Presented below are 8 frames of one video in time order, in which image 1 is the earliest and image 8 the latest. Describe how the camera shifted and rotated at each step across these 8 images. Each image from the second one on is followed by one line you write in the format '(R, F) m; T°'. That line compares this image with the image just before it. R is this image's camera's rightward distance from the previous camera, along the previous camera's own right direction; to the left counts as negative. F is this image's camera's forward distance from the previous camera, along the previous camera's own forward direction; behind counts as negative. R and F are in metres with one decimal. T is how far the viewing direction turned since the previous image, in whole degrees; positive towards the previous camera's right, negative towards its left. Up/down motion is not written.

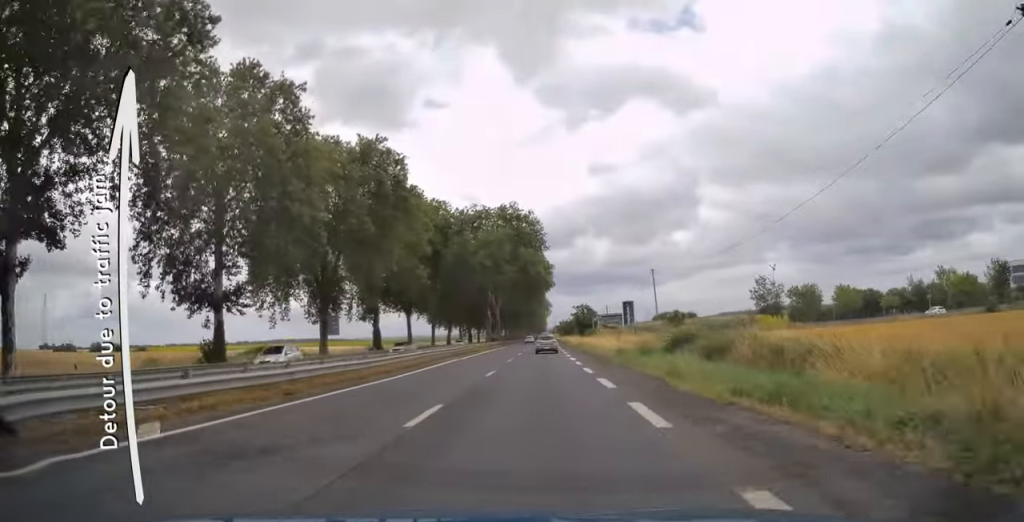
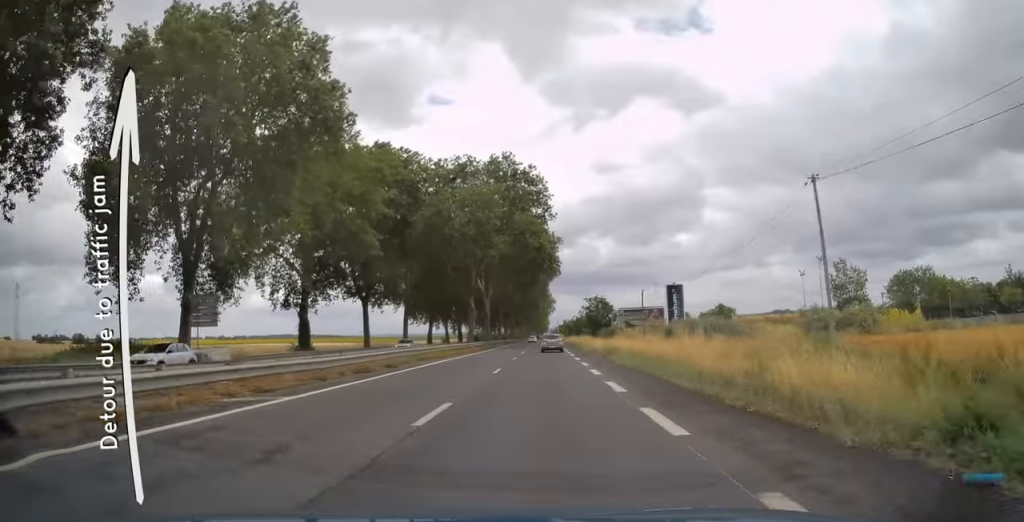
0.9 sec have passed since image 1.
(+0.2, +26.0) m; 0°
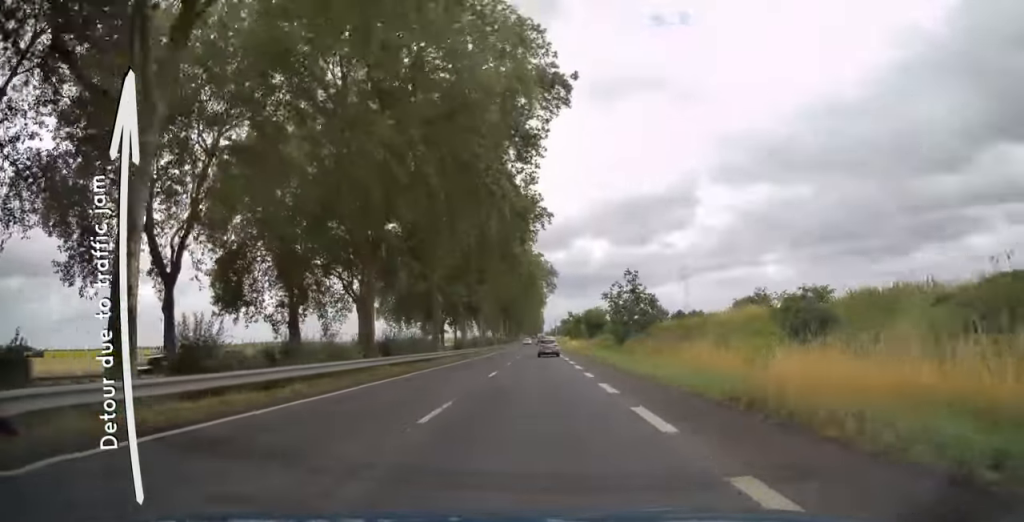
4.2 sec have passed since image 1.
(-0.5, +101.9) m; 0°
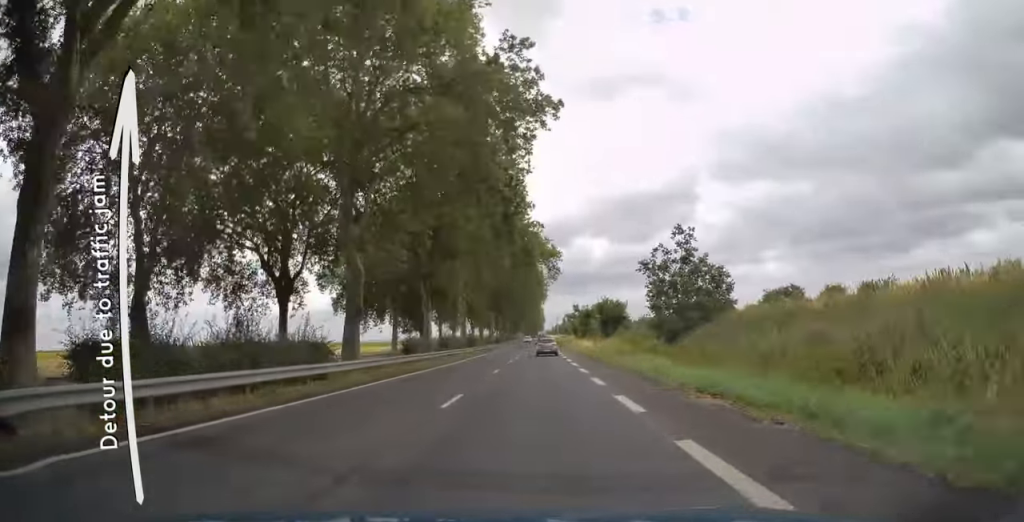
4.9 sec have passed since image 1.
(+0.2, +23.4) m; 0°
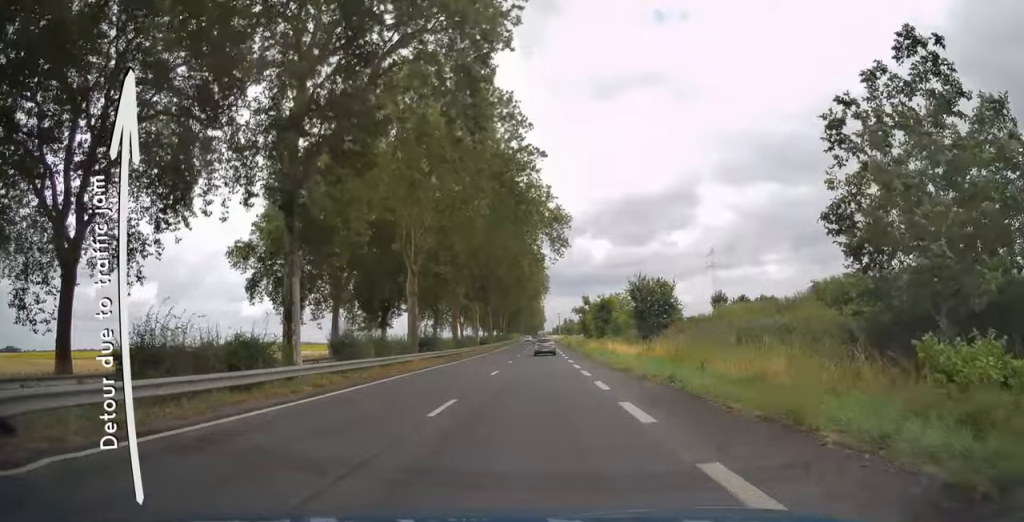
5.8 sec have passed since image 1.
(-0.3, +27.2) m; -1°
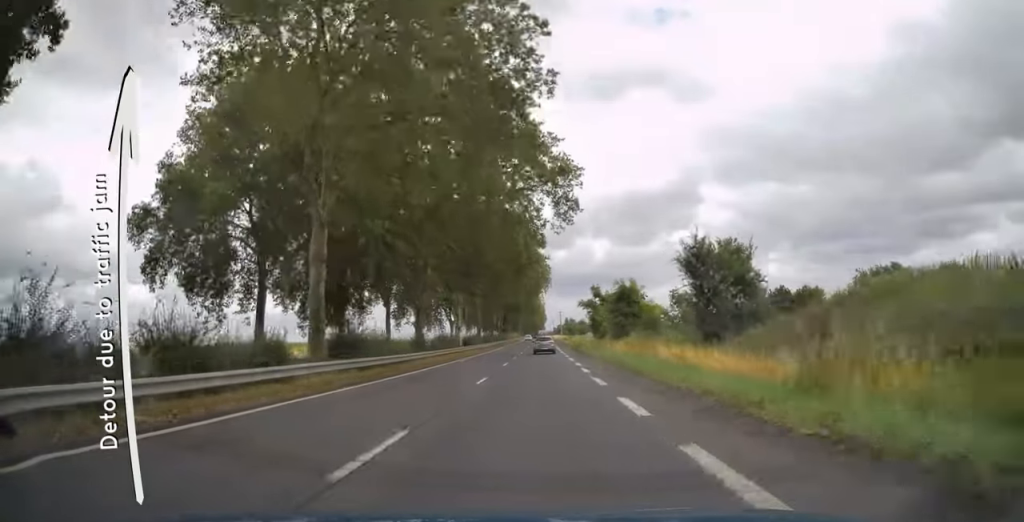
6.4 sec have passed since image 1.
(0.0, +18.3) m; 0°
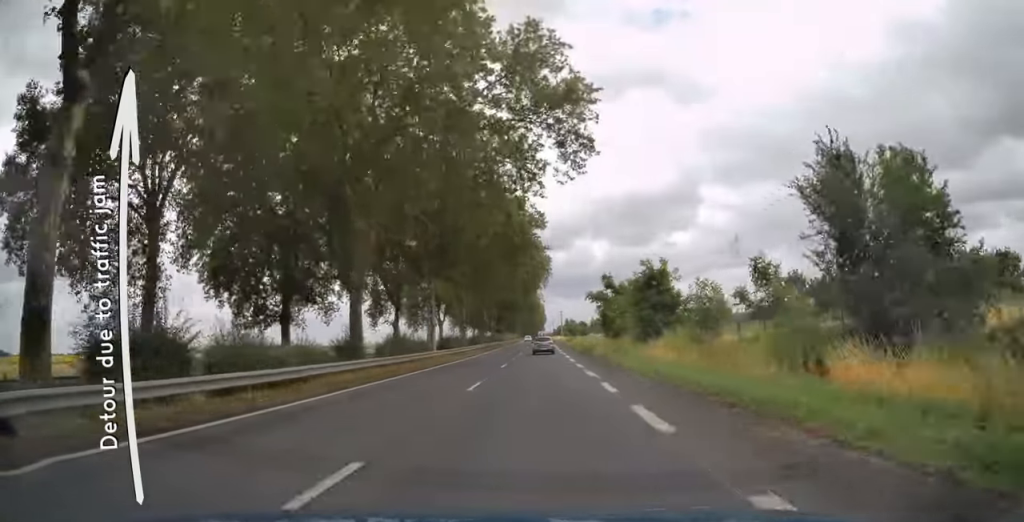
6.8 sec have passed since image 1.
(0.0, +15.1) m; 0°
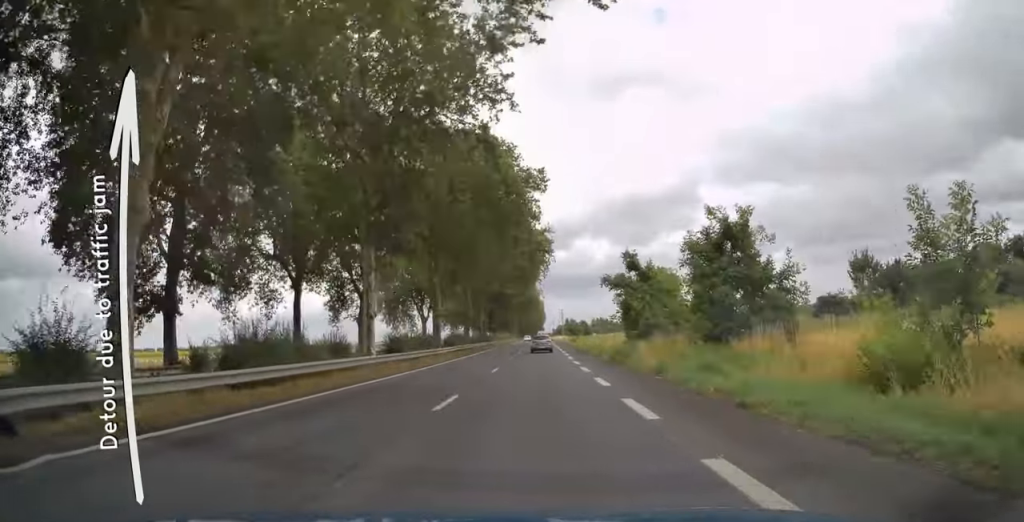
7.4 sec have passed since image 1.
(0.0, +17.8) m; 0°
